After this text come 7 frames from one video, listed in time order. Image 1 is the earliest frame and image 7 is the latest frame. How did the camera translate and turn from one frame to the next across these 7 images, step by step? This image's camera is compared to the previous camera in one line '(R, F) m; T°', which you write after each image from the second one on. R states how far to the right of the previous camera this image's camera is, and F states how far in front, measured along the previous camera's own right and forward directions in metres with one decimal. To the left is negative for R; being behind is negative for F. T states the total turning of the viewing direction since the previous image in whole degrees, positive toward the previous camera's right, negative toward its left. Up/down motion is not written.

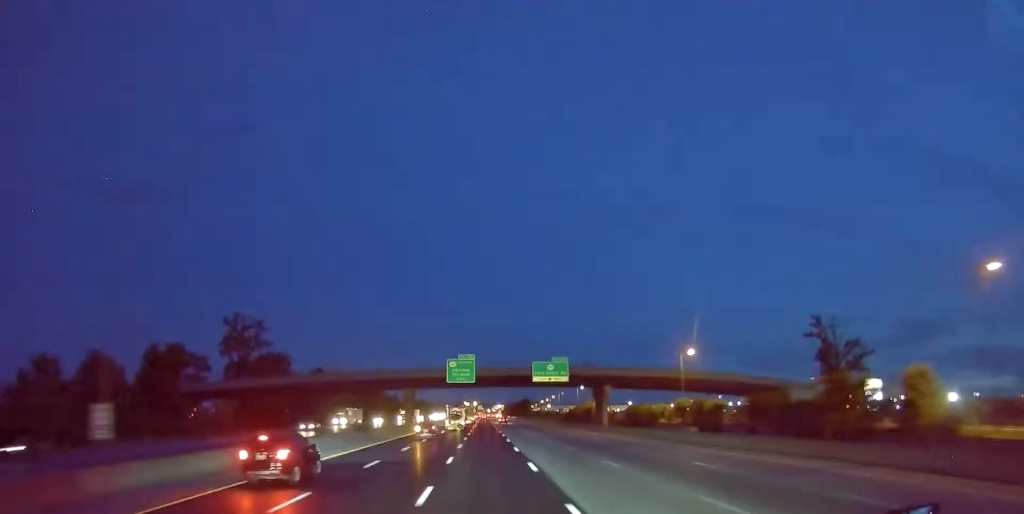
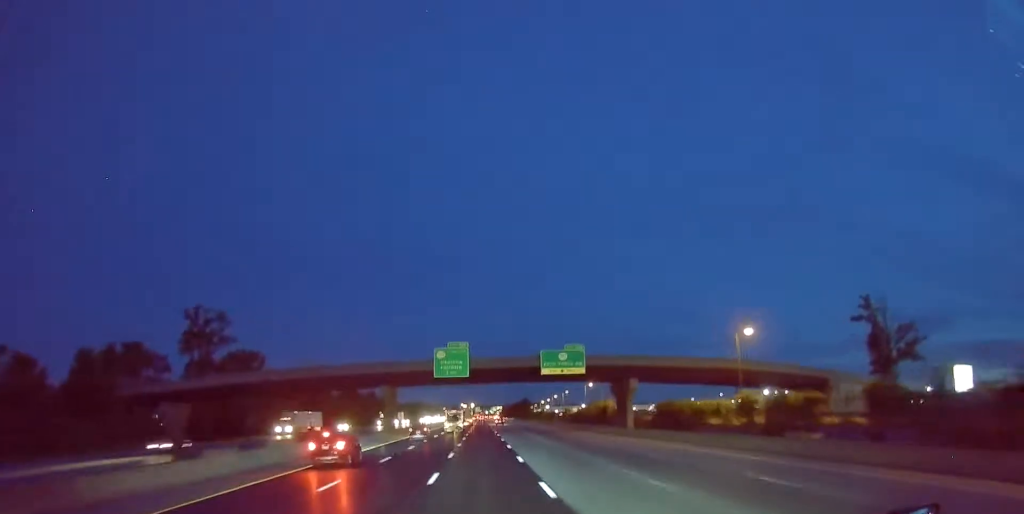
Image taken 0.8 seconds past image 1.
(+0.2, +19.9) m; +1°
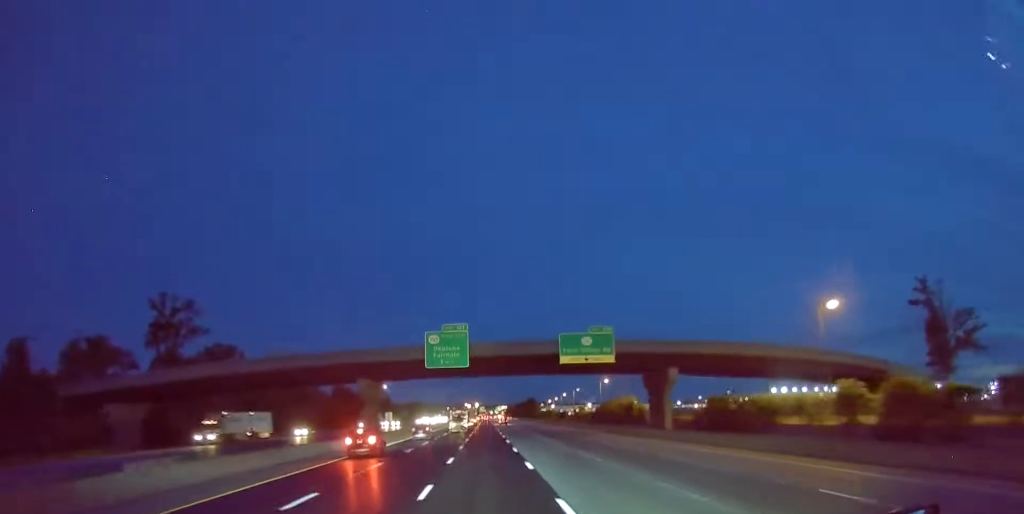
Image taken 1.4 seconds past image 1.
(+0.1, +16.6) m; 0°
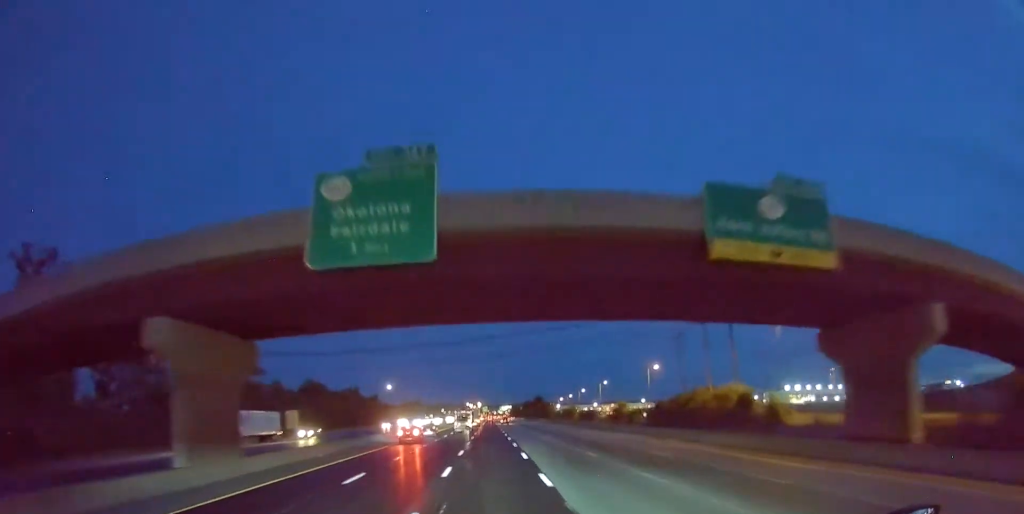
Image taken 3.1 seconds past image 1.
(0.0, +42.4) m; 0°
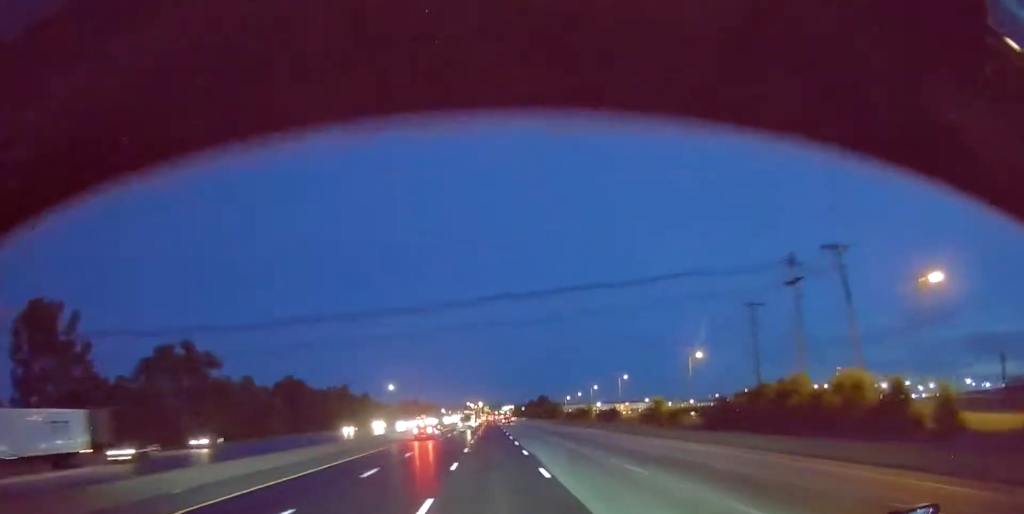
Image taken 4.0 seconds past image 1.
(0.0, +22.7) m; -2°
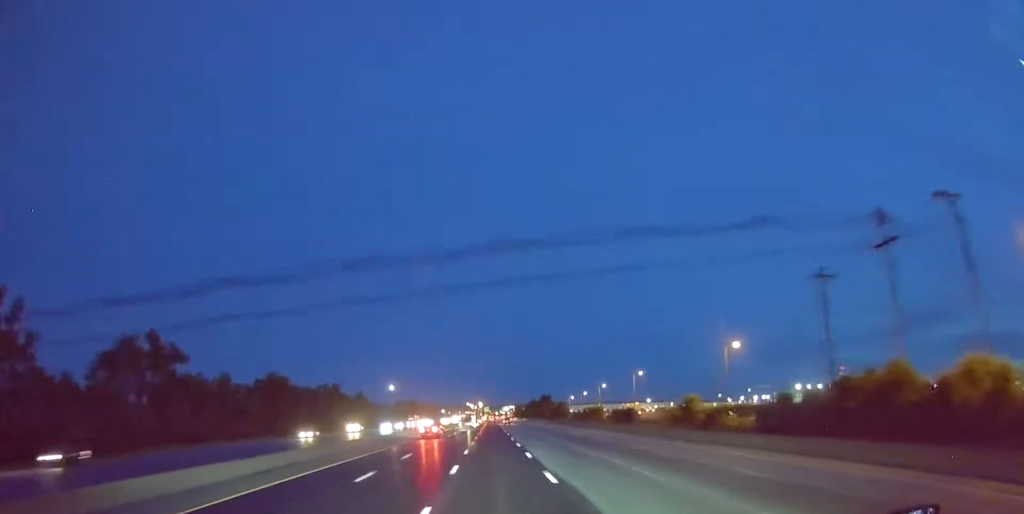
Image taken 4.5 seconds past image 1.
(-0.3, +13.2) m; -1°
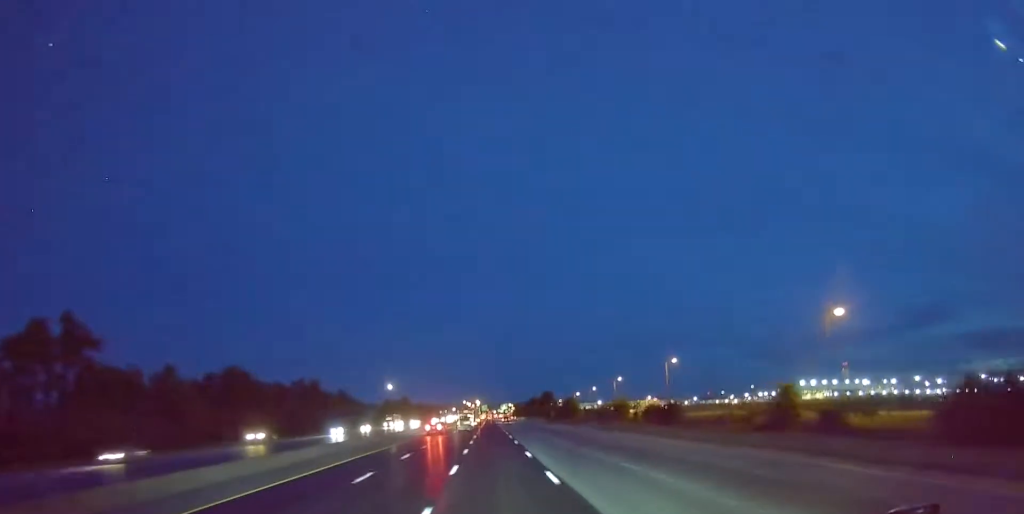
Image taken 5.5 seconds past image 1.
(-0.6, +25.1) m; +1°
